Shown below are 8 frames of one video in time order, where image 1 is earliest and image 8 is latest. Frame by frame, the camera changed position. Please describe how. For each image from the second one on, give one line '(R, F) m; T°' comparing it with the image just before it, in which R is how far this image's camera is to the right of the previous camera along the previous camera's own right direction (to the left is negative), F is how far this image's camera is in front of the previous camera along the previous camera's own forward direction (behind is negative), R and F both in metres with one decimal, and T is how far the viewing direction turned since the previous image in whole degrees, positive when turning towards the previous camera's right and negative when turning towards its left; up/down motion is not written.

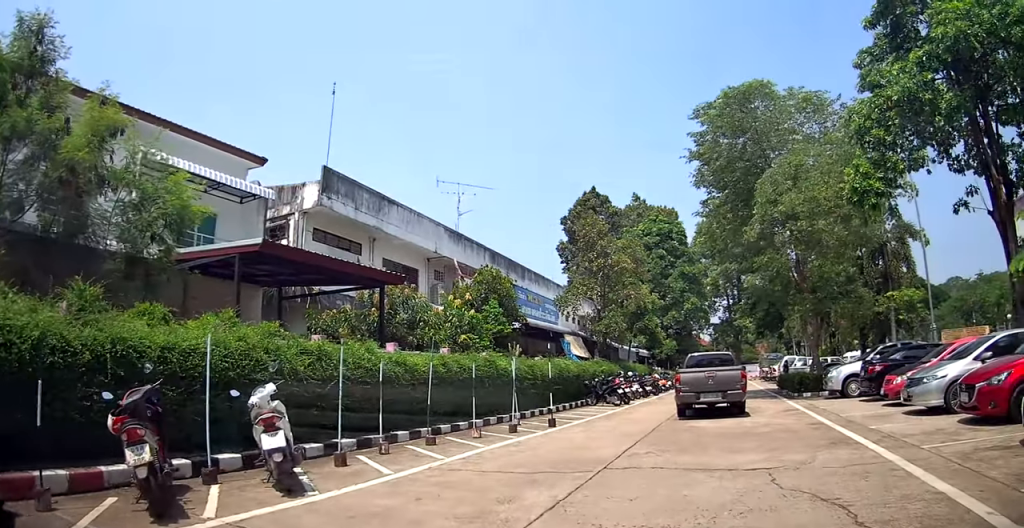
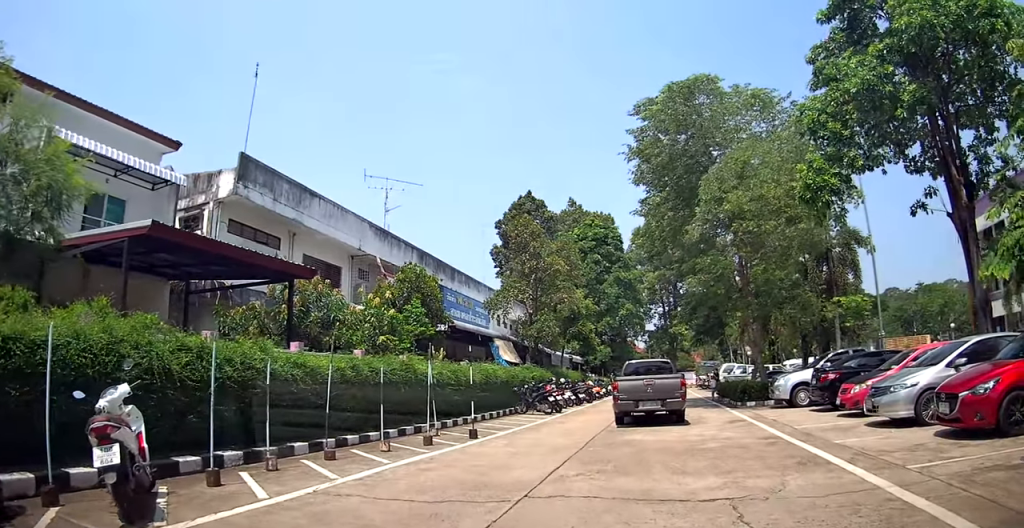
(+0.2, +2.1) m; +8°
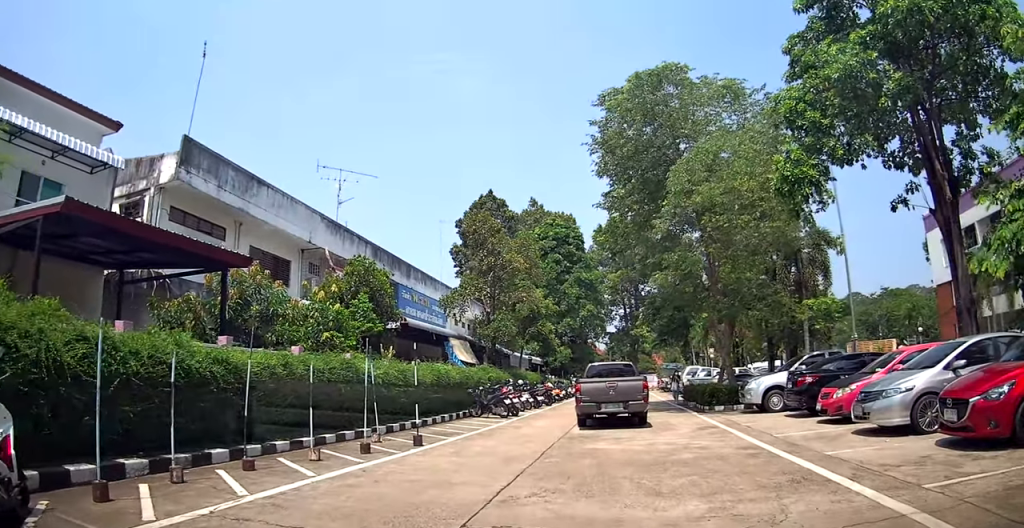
(+0.2, +1.8) m; +4°
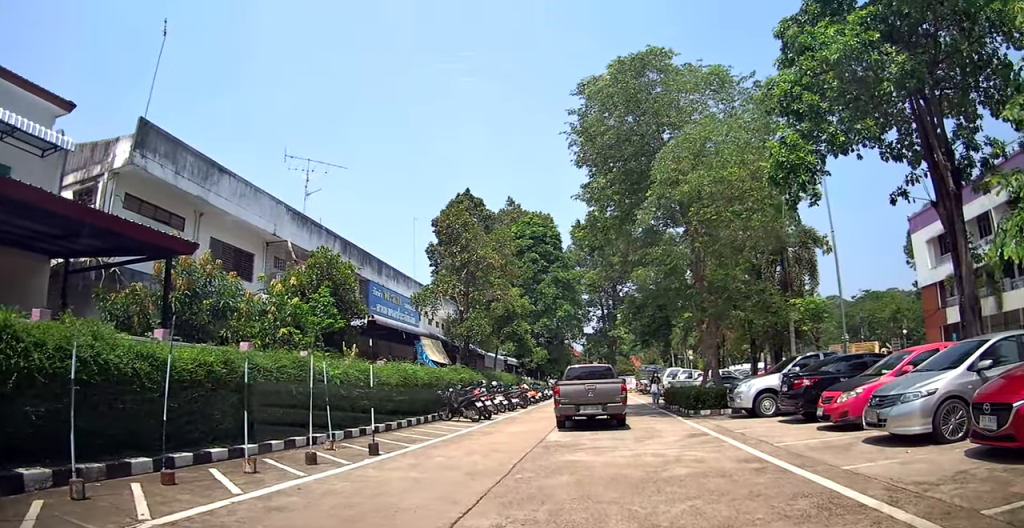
(-0.1, +1.8) m; -1°
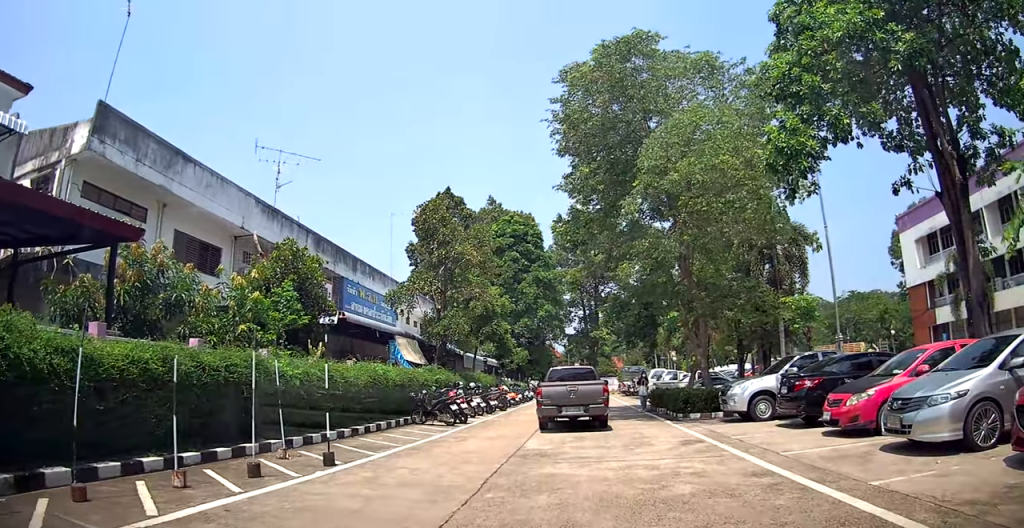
(0.0, +1.6) m; -2°
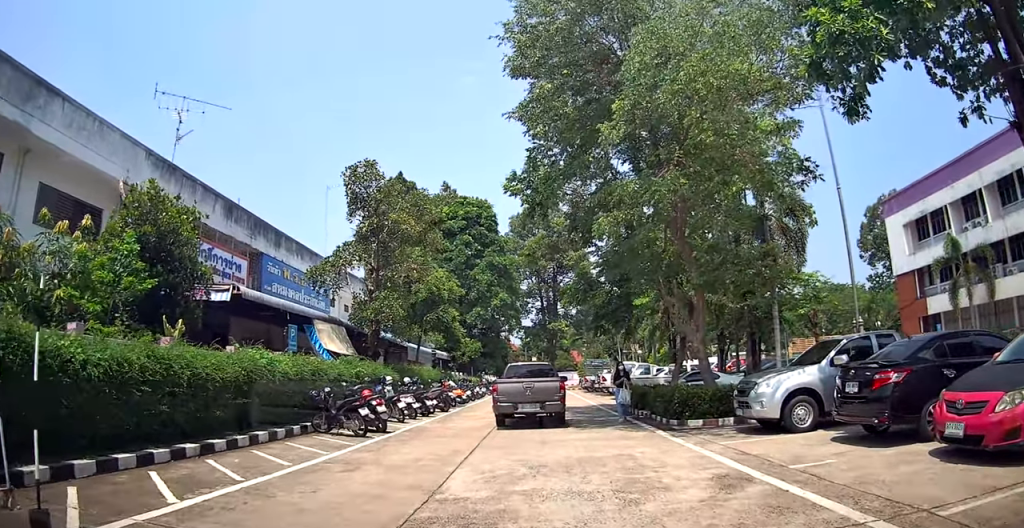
(-0.3, +6.2) m; 0°
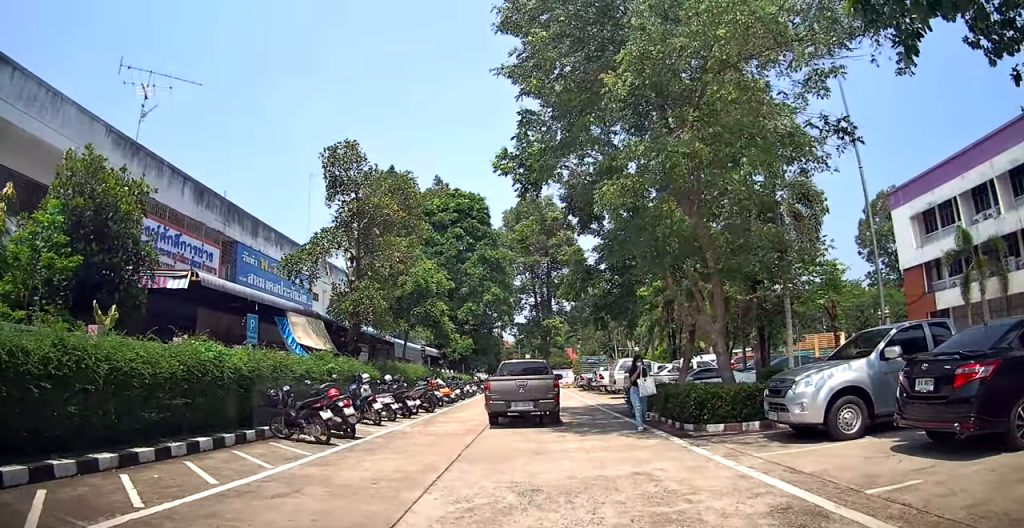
(0.0, +2.3) m; 0°
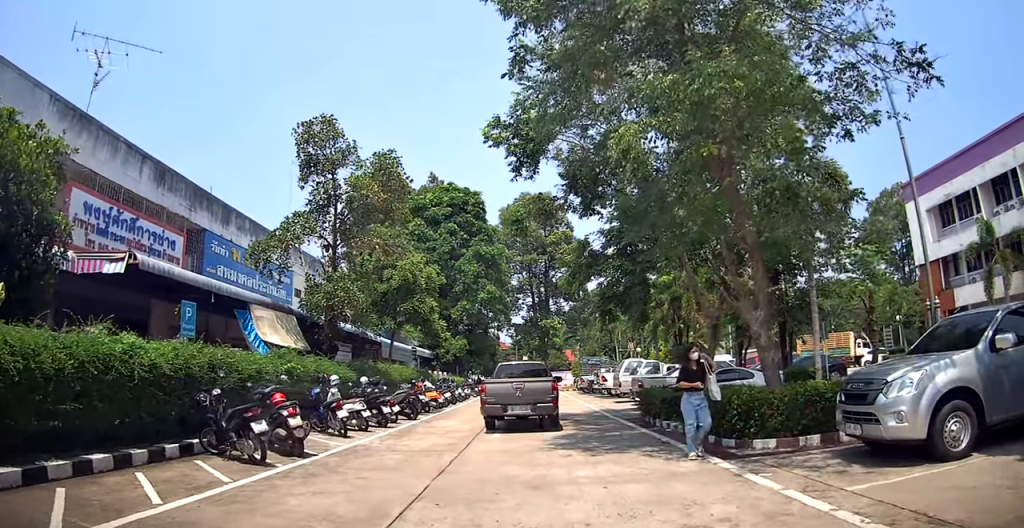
(-0.1, +2.8) m; -5°
